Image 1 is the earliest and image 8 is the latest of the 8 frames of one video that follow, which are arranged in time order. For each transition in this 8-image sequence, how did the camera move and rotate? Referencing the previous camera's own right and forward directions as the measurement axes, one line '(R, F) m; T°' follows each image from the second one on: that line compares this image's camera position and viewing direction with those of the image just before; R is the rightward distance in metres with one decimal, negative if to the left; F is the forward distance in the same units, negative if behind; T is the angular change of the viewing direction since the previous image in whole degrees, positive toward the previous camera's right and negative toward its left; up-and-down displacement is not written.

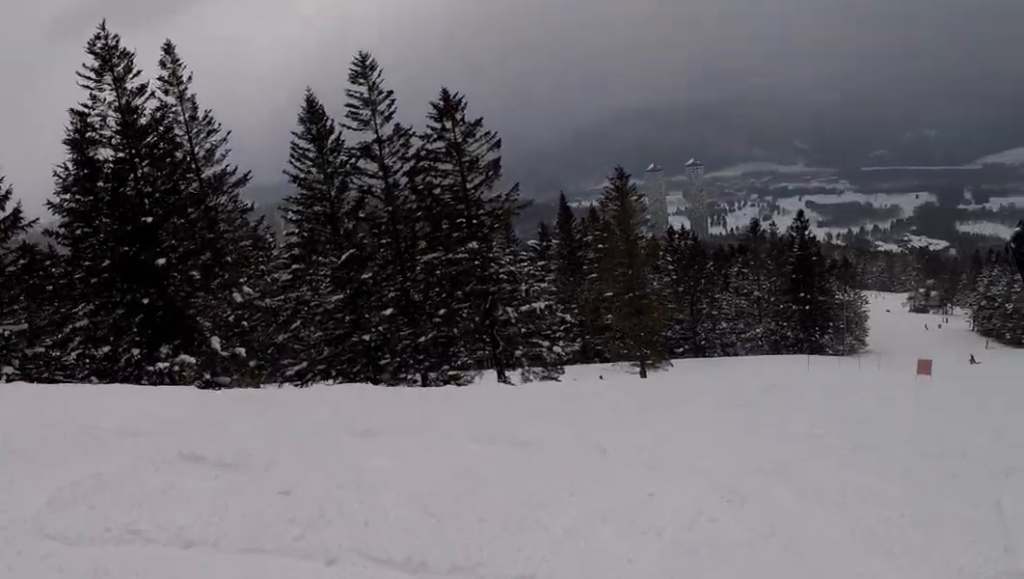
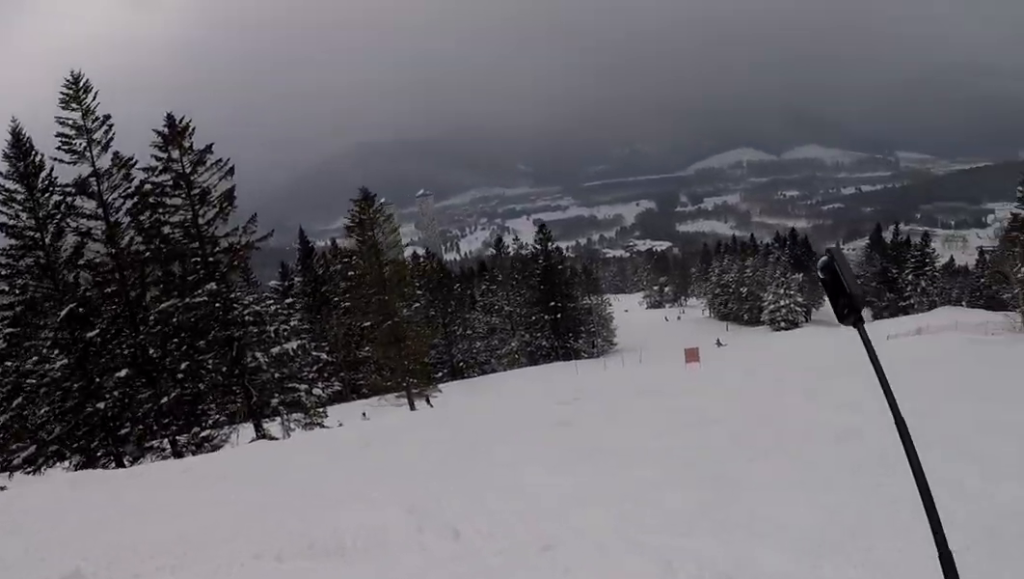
(+0.8, +3.4) m; +20°
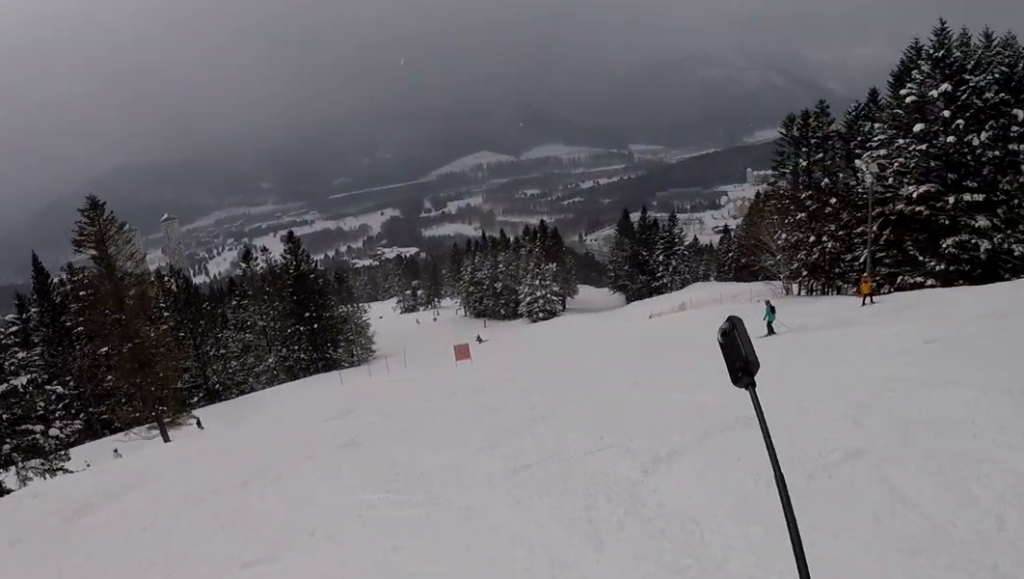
(+0.4, +3.8) m; +5°
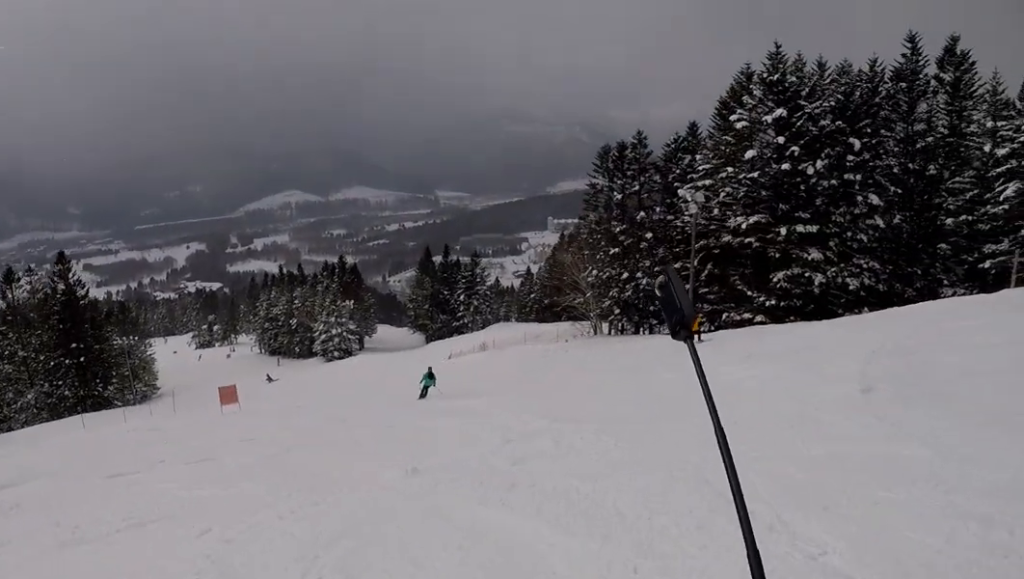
(+0.5, +6.9) m; -1°
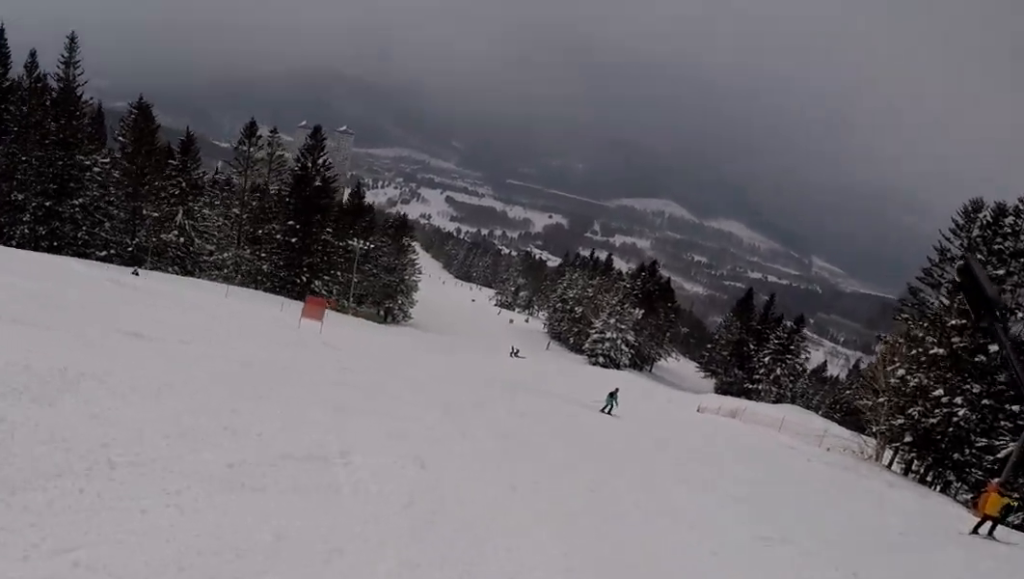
(-4.0, +12.6) m; -42°
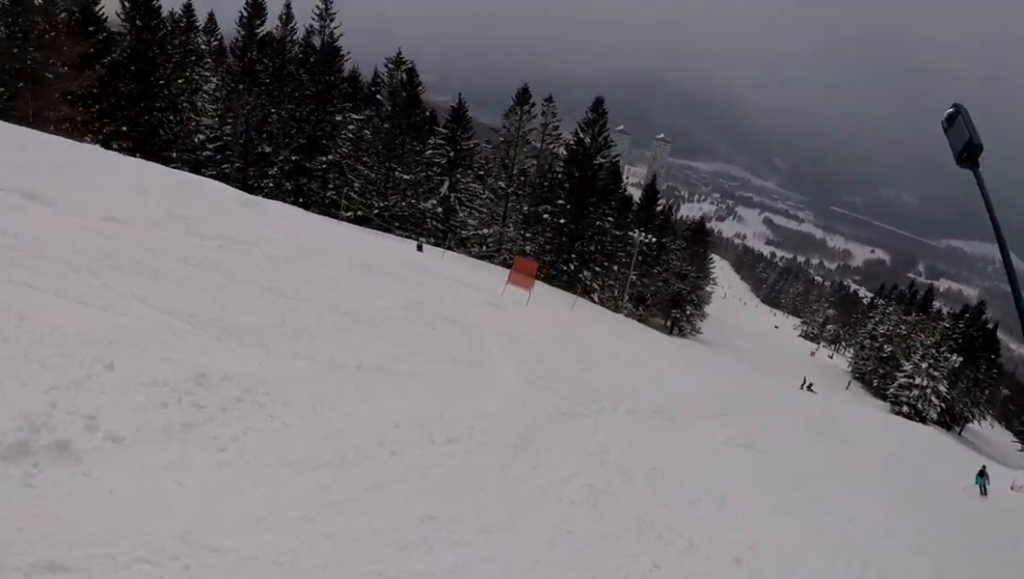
(-1.3, +6.6) m; -8°
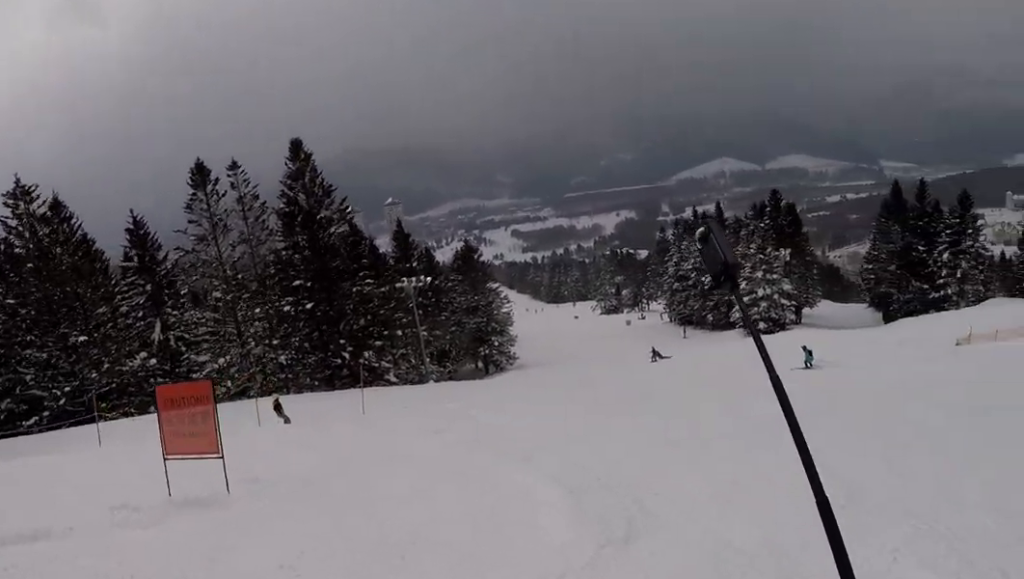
(+3.9, +13.0) m; +35°
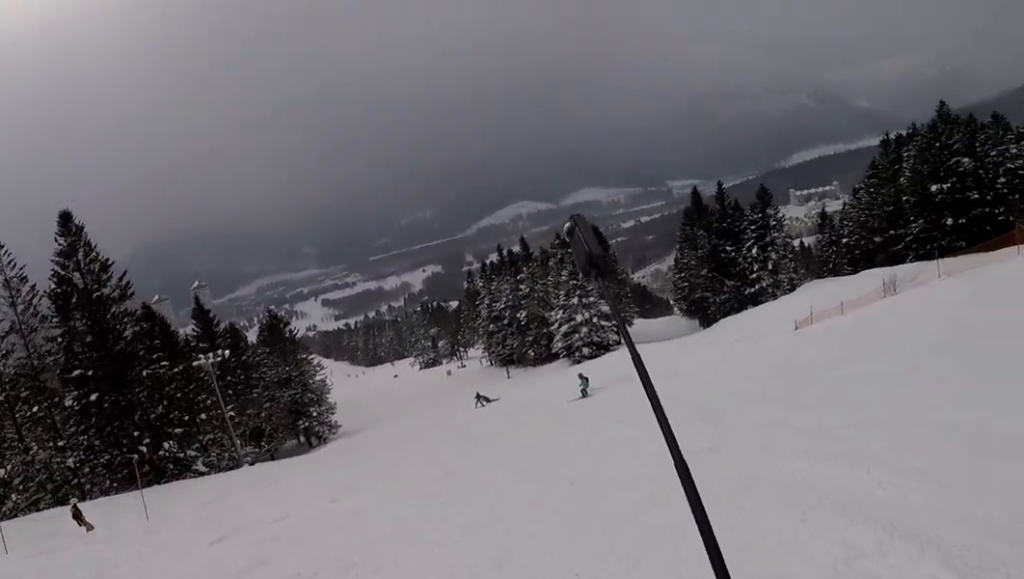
(+0.4, +3.9) m; +3°
